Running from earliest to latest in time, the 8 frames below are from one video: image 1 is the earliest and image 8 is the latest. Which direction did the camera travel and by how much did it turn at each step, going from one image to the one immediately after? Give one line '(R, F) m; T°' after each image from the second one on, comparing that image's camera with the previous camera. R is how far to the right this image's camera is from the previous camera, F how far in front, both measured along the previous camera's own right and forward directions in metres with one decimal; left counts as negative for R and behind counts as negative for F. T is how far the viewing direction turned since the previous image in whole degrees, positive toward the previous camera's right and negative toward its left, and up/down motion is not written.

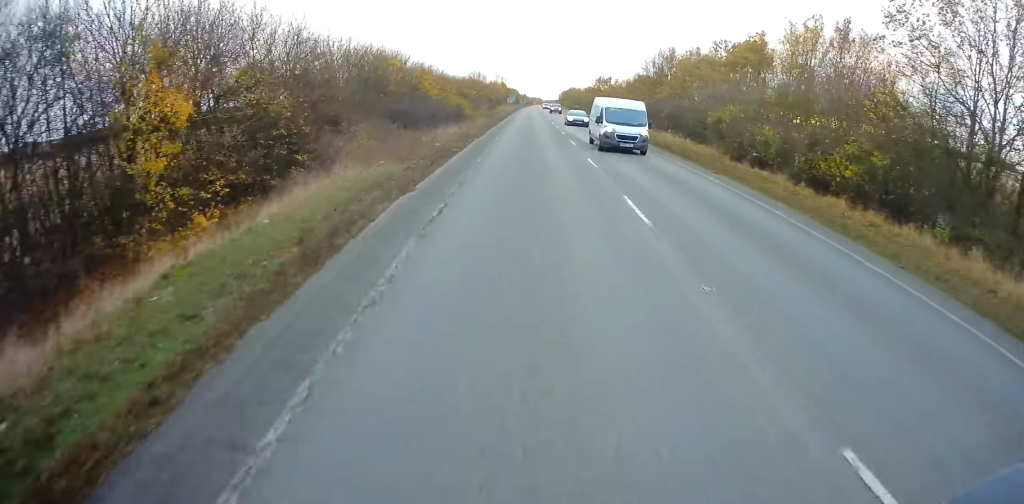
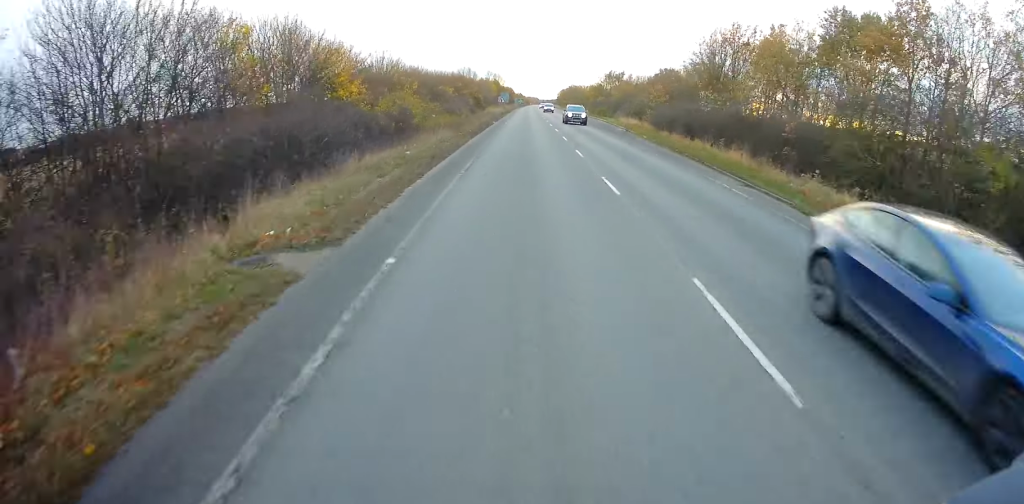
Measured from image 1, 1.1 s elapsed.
(+0.3, +23.9) m; +1°
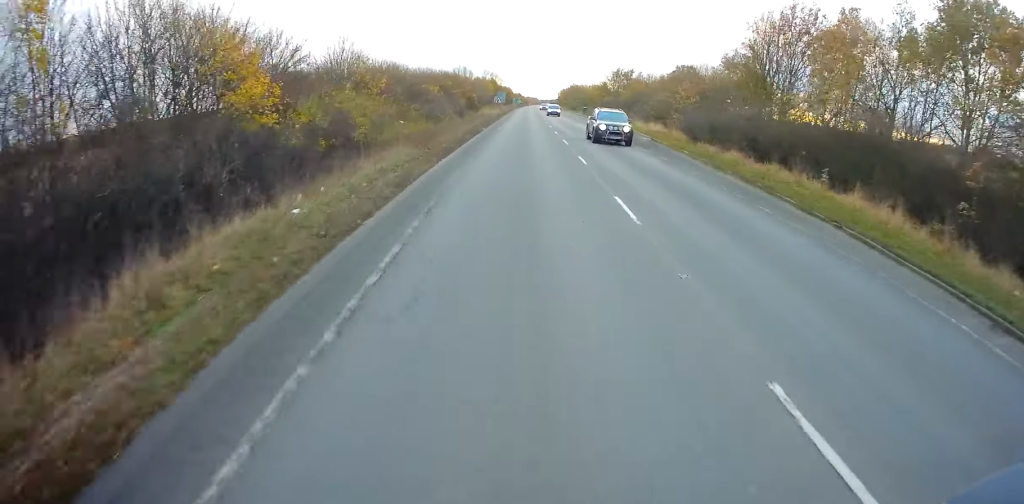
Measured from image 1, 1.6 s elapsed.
(+0.3, +11.5) m; 0°
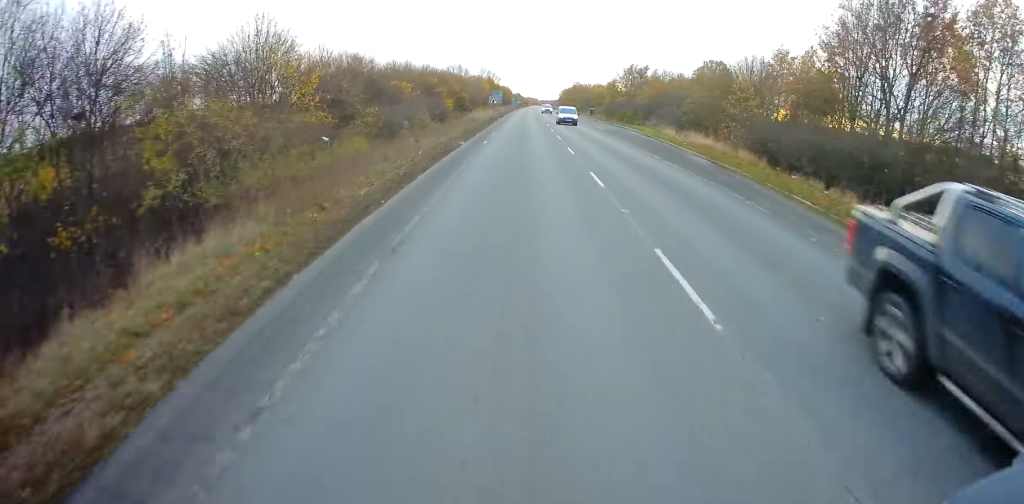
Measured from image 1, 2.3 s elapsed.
(-0.4, +13.6) m; -1°
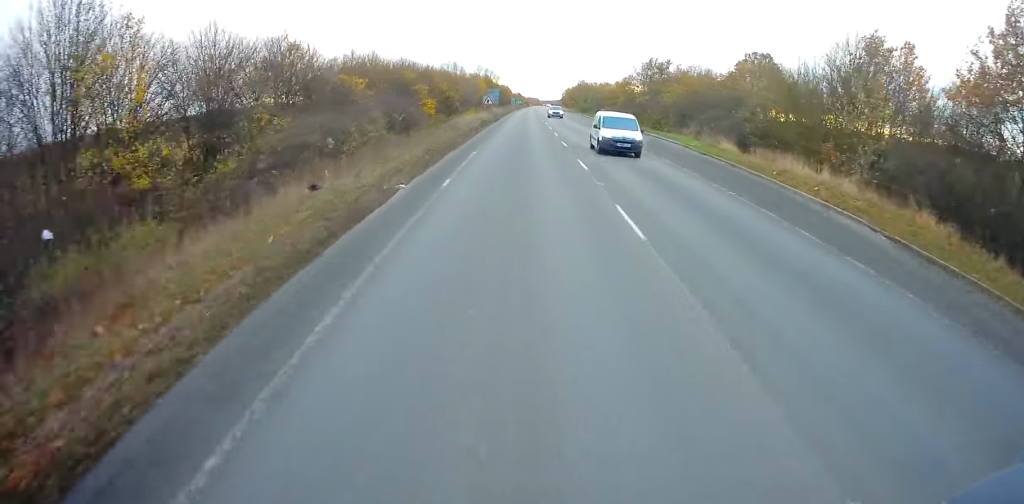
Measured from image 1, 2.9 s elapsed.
(-0.1, +14.4) m; -1°
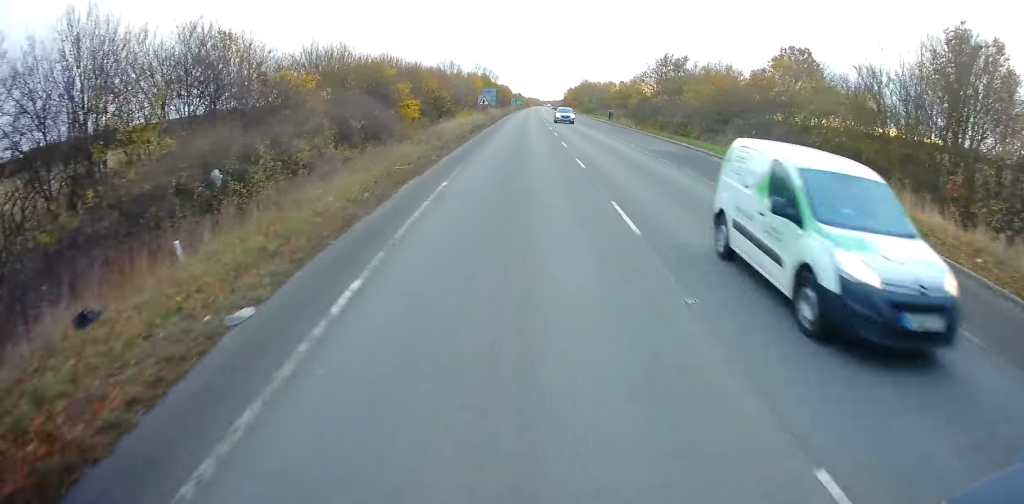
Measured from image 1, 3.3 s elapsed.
(0.0, +8.6) m; 0°
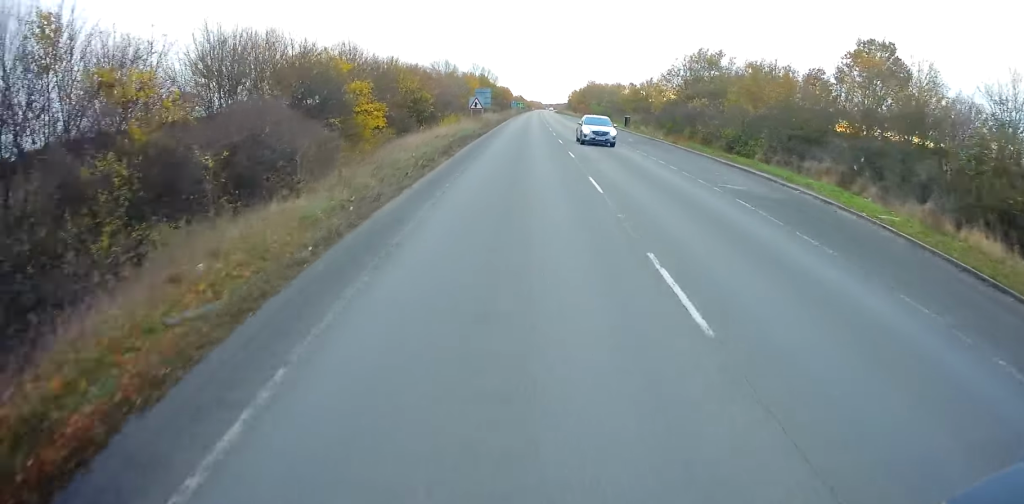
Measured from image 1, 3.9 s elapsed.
(0.0, +13.0) m; 0°
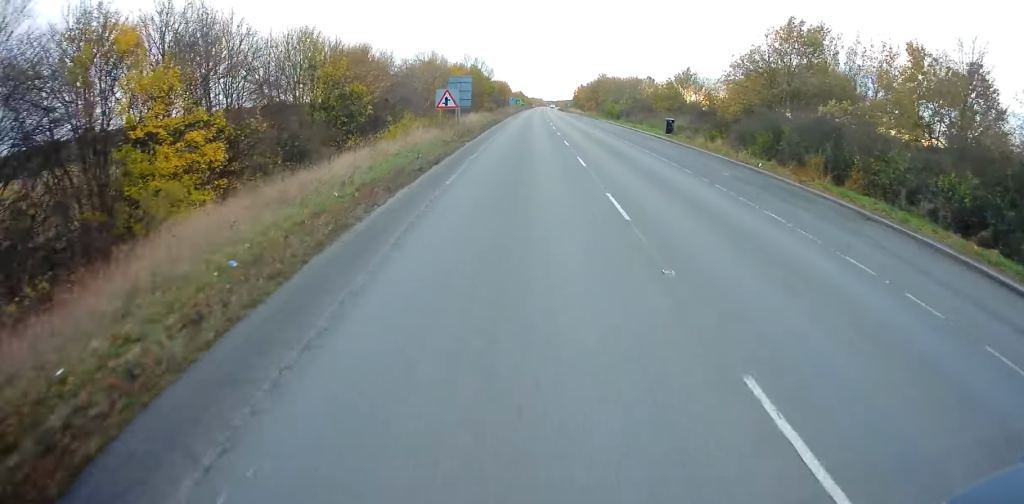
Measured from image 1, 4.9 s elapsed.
(+0.1, +21.7) m; +1°
